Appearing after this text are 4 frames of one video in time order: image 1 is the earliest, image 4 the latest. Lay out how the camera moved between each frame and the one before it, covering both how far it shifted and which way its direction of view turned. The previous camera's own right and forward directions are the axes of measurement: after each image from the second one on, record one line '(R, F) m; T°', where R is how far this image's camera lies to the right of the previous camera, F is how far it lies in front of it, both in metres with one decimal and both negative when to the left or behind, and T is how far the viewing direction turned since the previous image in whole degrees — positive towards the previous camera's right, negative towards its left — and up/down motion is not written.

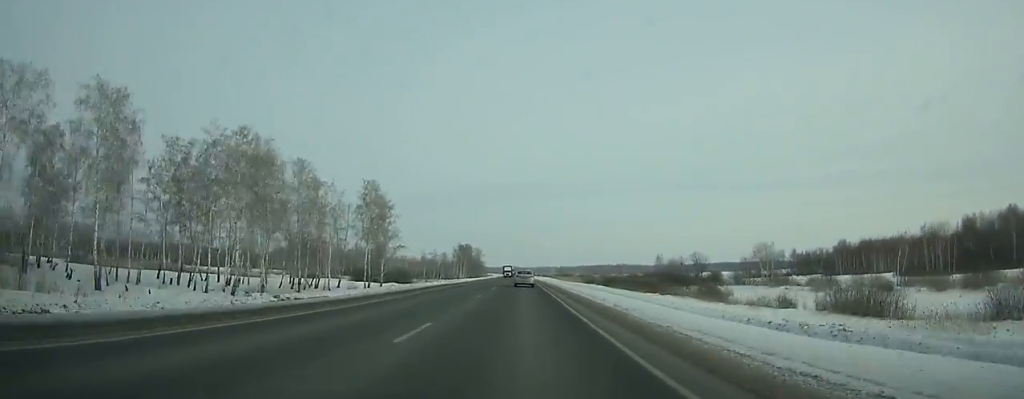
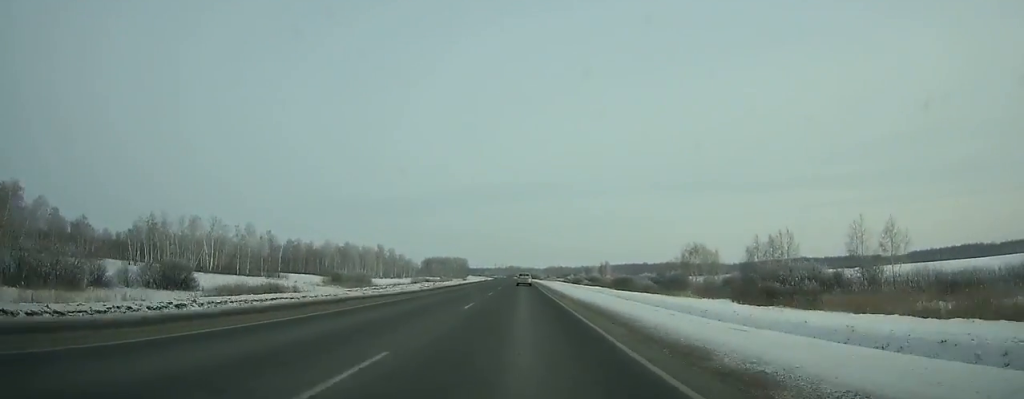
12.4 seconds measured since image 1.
(-1.4, +377.1) m; 0°
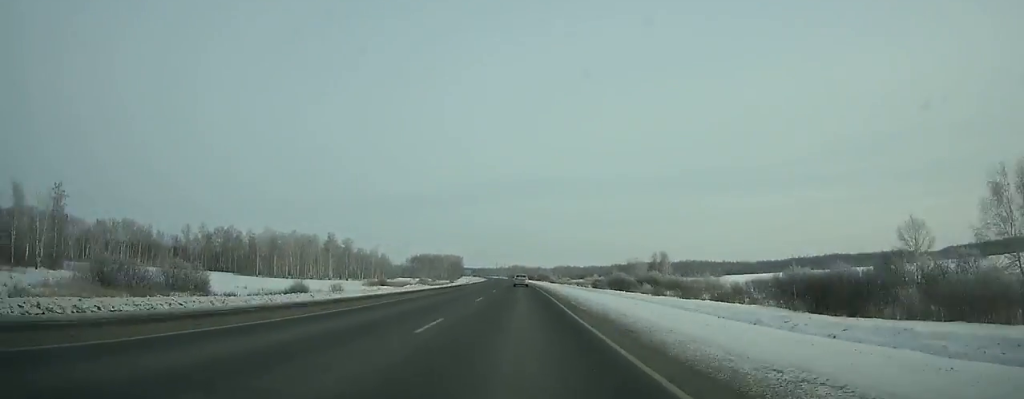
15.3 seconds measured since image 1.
(-0.4, +90.0) m; -1°
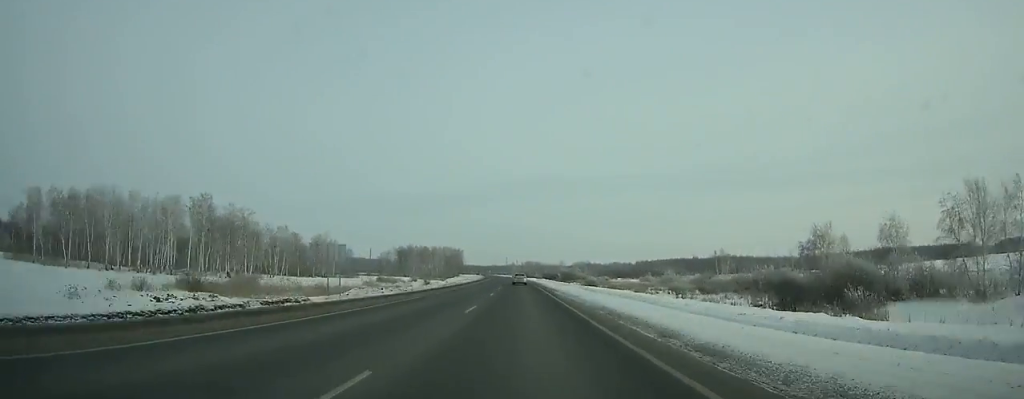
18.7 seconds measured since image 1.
(-0.9, +106.2) m; -1°
